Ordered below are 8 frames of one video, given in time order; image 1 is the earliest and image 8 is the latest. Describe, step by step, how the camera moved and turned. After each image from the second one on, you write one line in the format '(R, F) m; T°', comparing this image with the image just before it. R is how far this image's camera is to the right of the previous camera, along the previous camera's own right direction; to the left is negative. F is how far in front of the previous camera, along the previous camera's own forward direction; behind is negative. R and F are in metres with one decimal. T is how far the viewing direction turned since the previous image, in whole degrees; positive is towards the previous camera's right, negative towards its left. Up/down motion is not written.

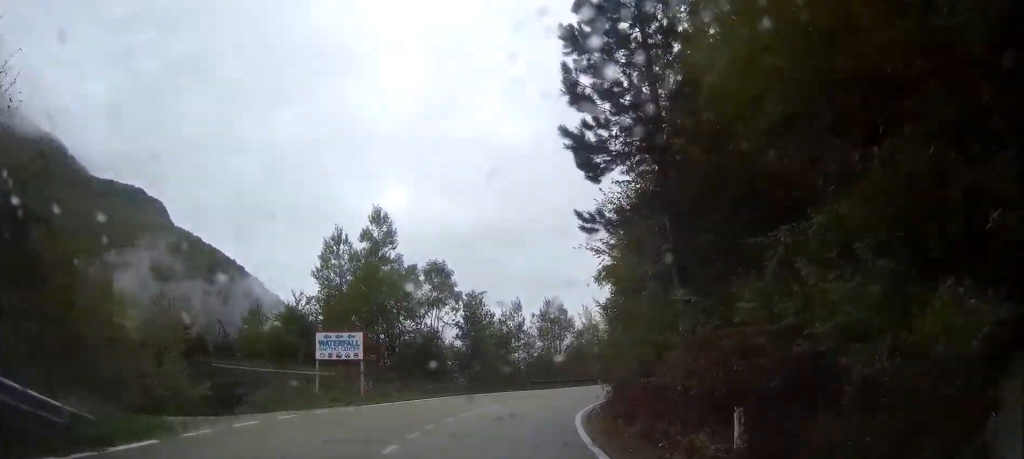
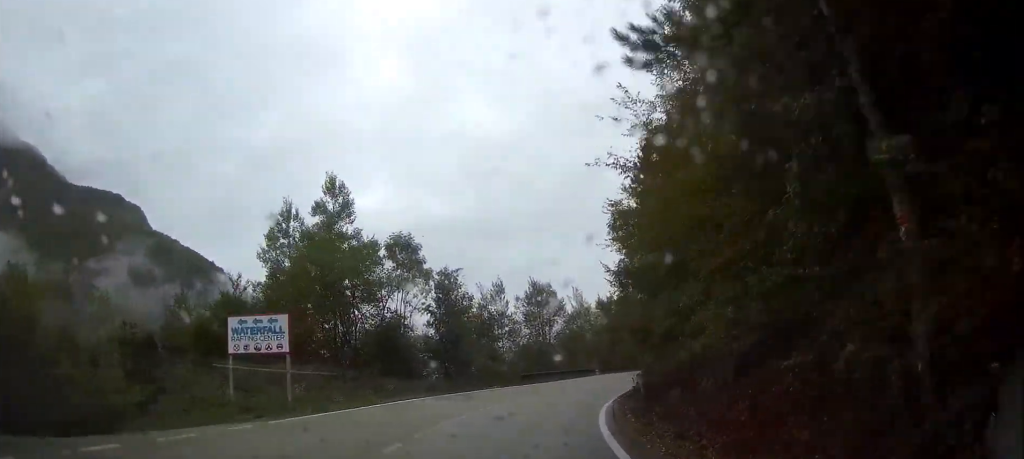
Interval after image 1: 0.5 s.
(-0.1, +7.8) m; +2°
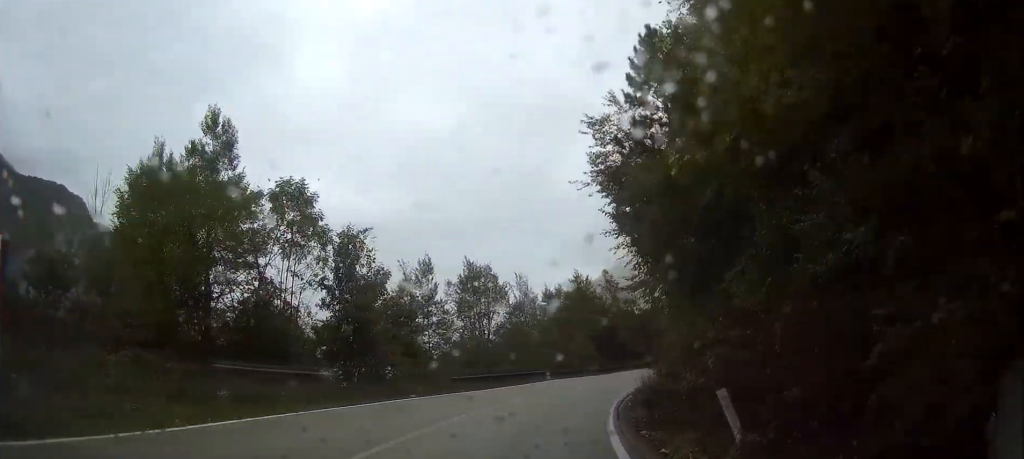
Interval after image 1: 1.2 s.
(+0.4, +10.9) m; +5°
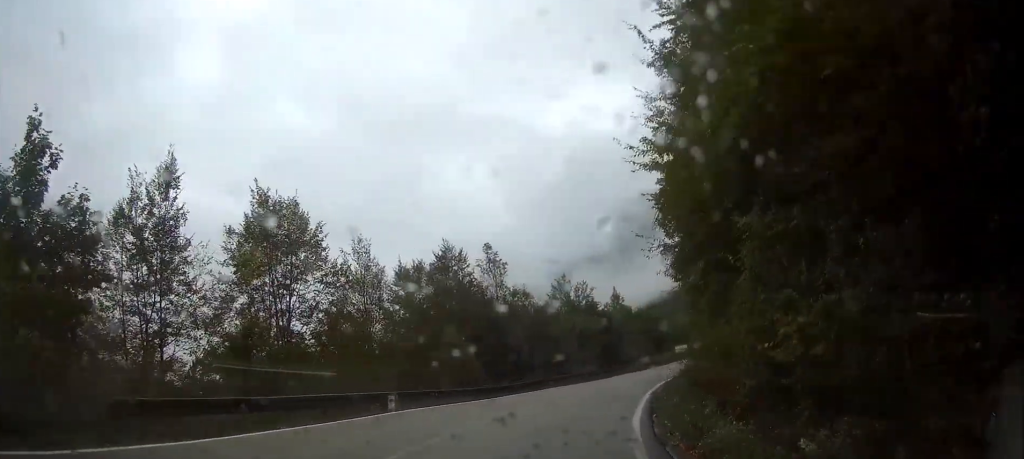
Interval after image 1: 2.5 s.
(+2.0, +19.3) m; +14°
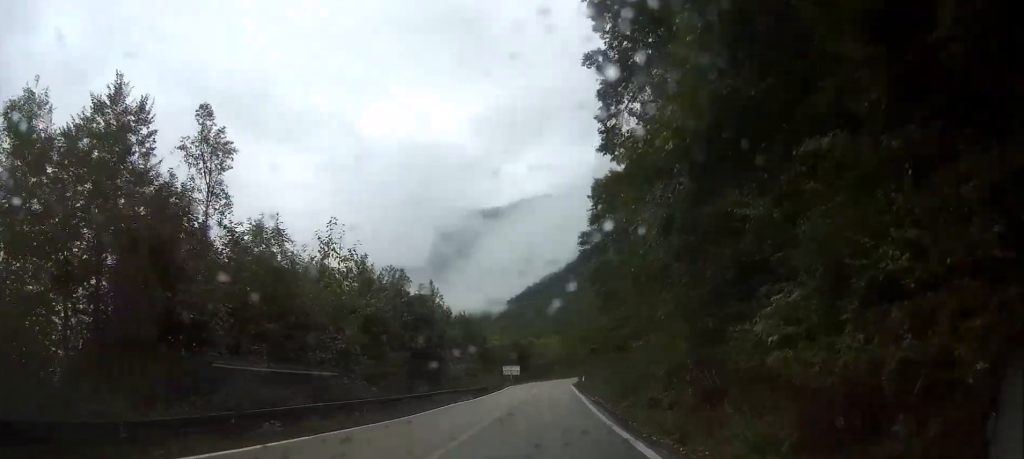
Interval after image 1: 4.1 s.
(+4.0, +22.8) m; +16°
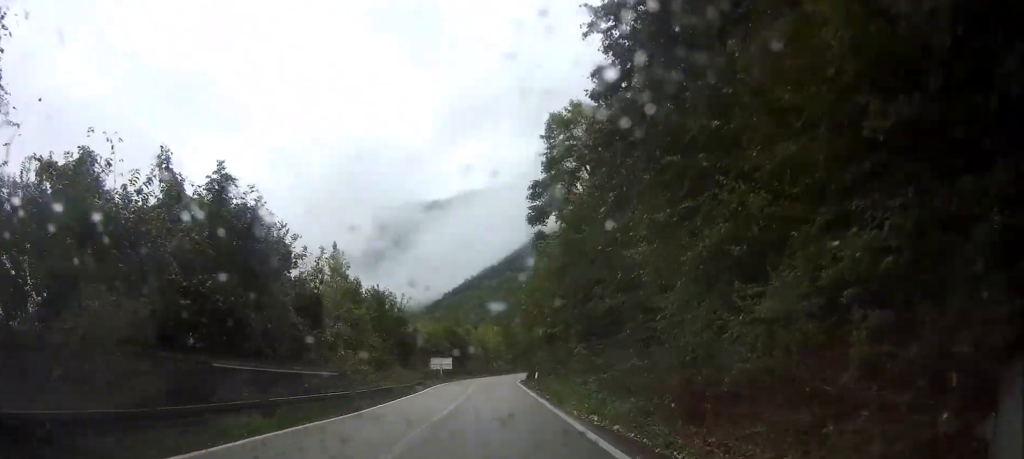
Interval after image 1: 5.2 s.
(+1.0, +17.0) m; +4°
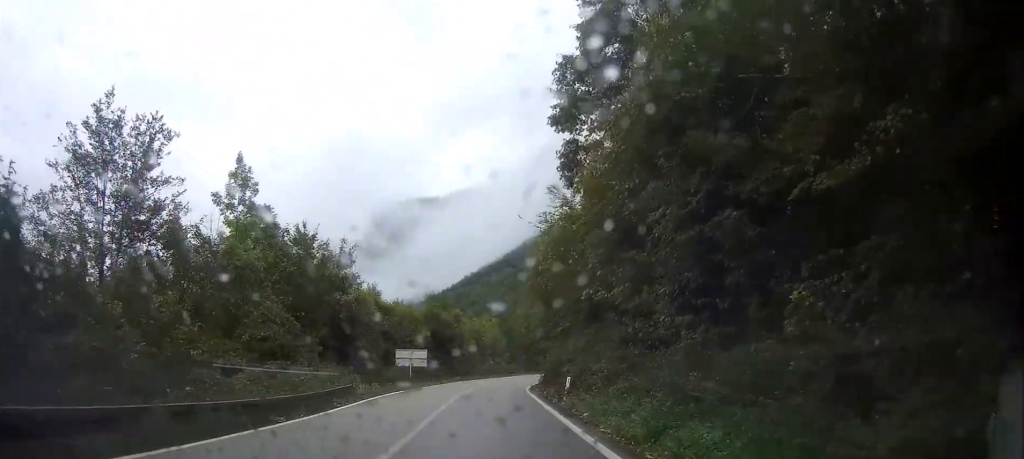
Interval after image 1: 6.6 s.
(-0.1, +21.3) m; -1°
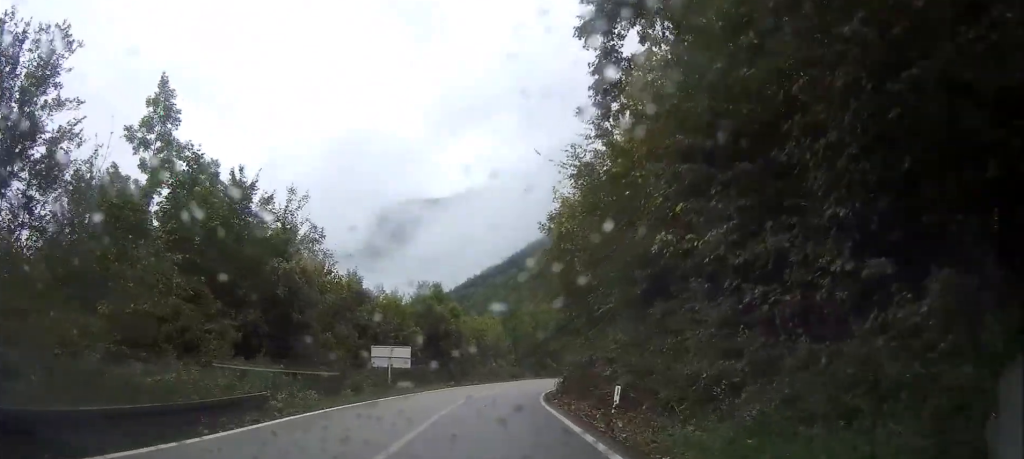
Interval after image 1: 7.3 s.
(-0.1, +9.7) m; -1°
